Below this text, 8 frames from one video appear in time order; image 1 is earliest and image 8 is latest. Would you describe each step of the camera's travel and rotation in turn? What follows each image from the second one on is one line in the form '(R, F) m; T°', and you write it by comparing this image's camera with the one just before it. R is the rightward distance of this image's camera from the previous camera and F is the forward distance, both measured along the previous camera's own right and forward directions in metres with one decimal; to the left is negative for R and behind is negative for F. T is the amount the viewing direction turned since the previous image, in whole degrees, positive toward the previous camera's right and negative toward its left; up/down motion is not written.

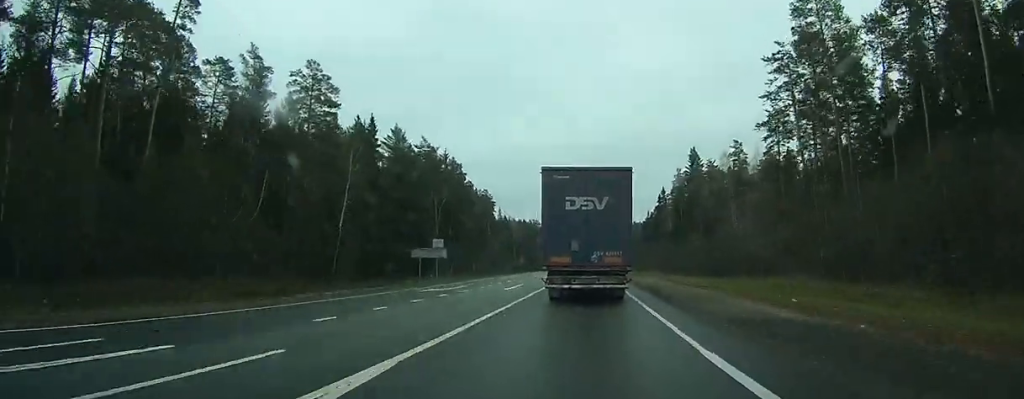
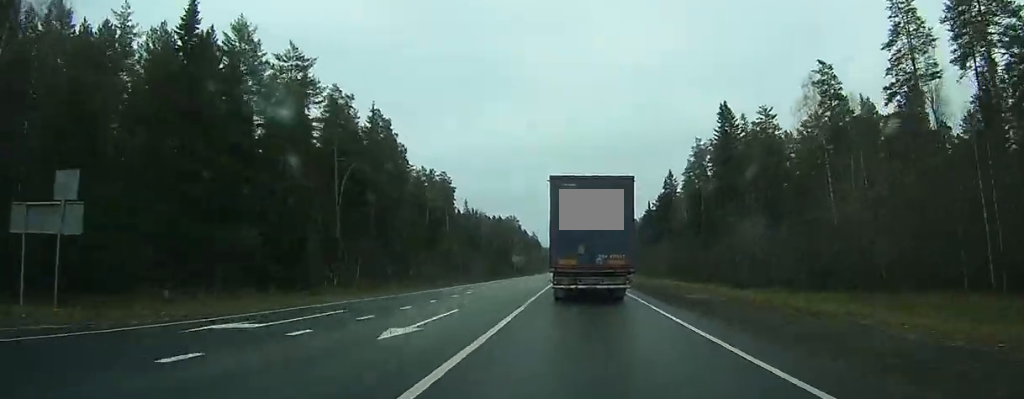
(+1.4, +49.4) m; +6°
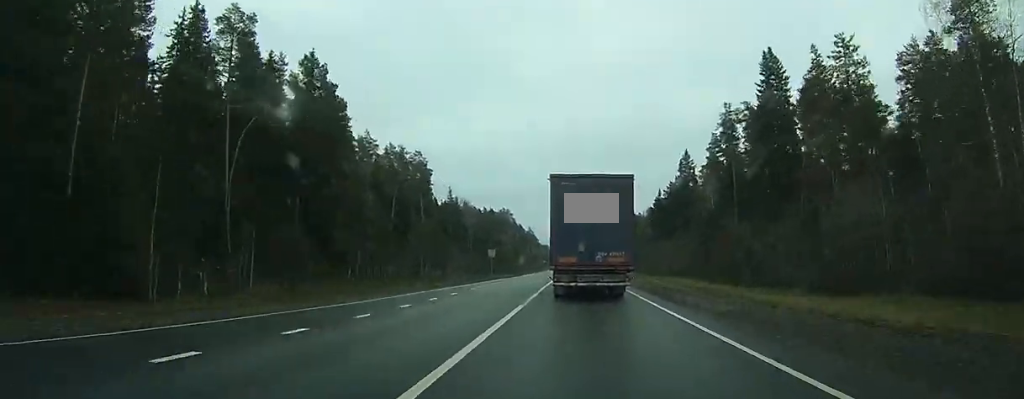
(+2.2, +27.5) m; -3°
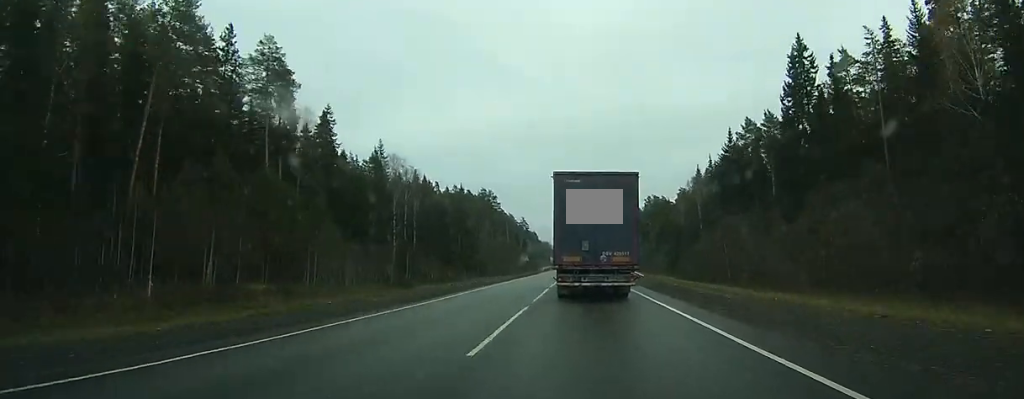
(-6.8, +78.2) m; -5°
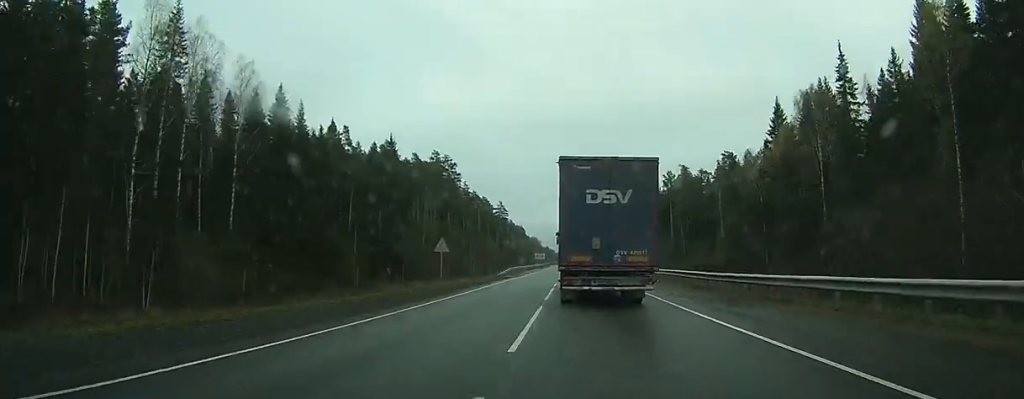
(+3.7, +71.0) m; +3°
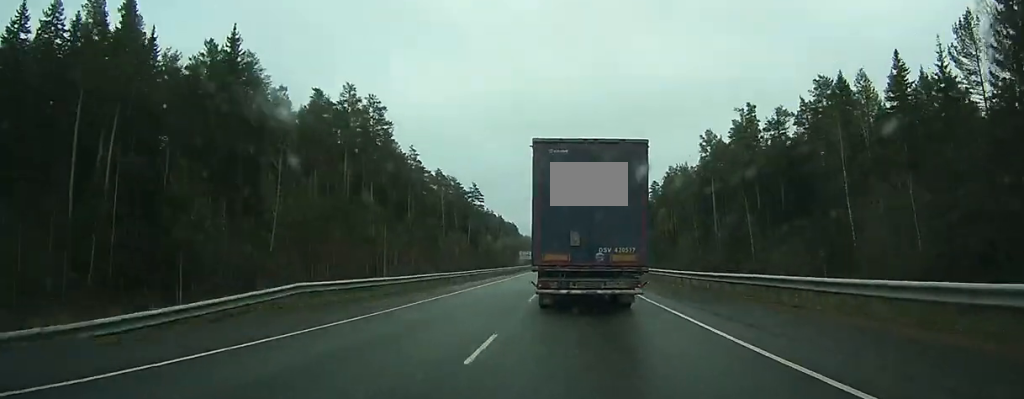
(+0.4, +60.2) m; 0°
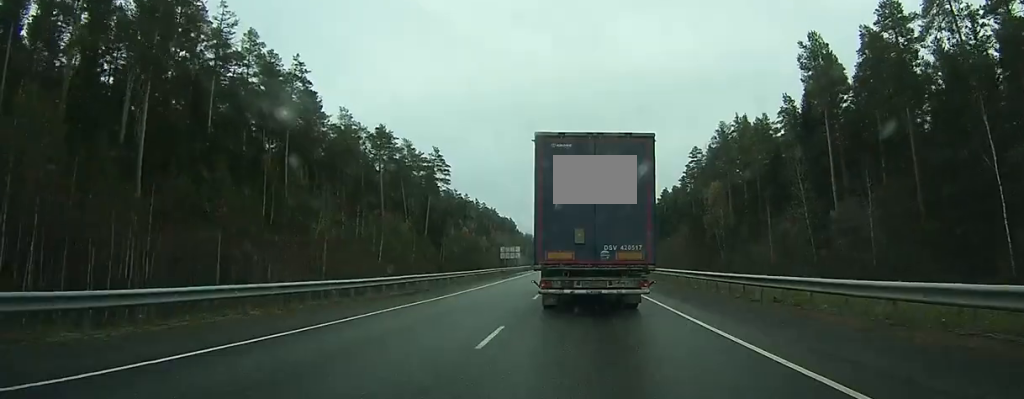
(-0.3, +58.9) m; 0°
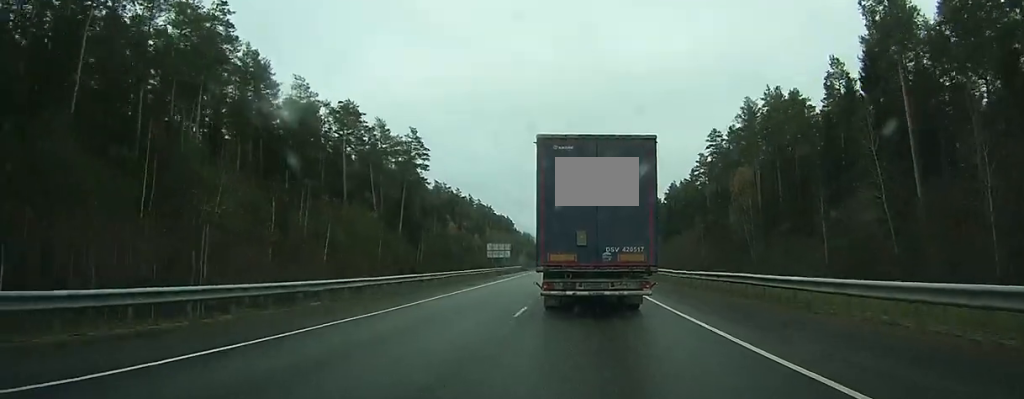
(0.0, +18.8) m; 0°
